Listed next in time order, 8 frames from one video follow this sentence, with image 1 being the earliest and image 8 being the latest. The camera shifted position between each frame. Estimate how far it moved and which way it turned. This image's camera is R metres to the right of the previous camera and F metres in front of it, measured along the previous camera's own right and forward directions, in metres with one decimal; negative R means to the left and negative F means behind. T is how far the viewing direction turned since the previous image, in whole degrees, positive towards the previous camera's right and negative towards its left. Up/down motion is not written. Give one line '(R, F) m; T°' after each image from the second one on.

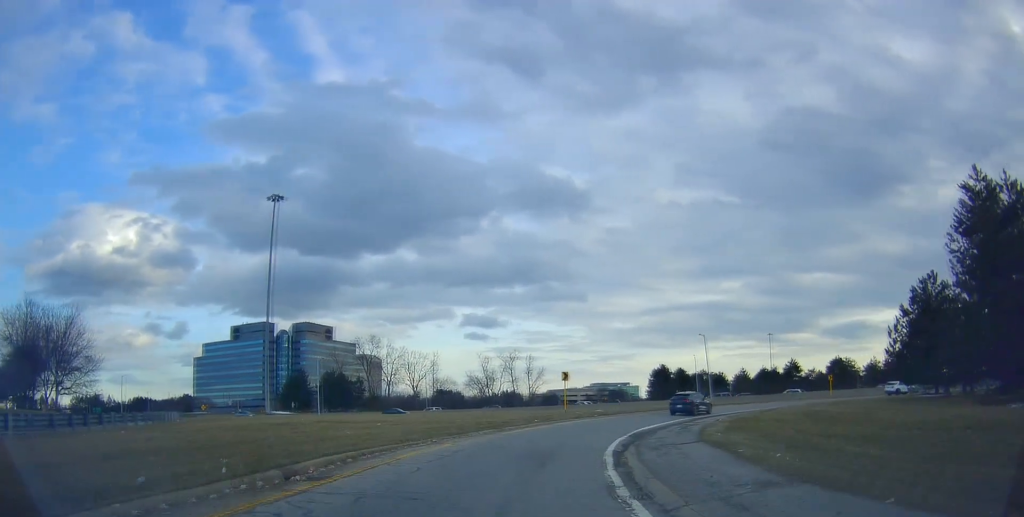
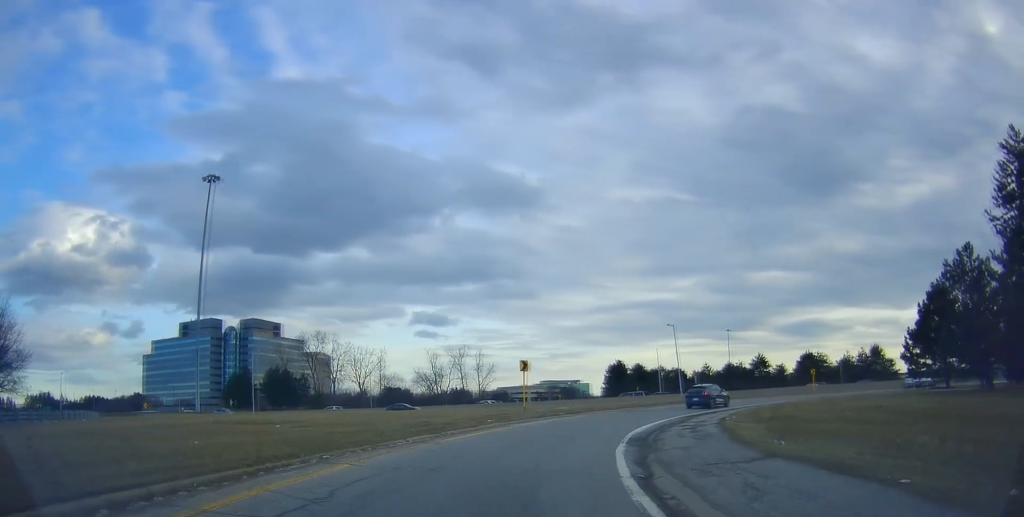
(+0.3, +7.4) m; +5°
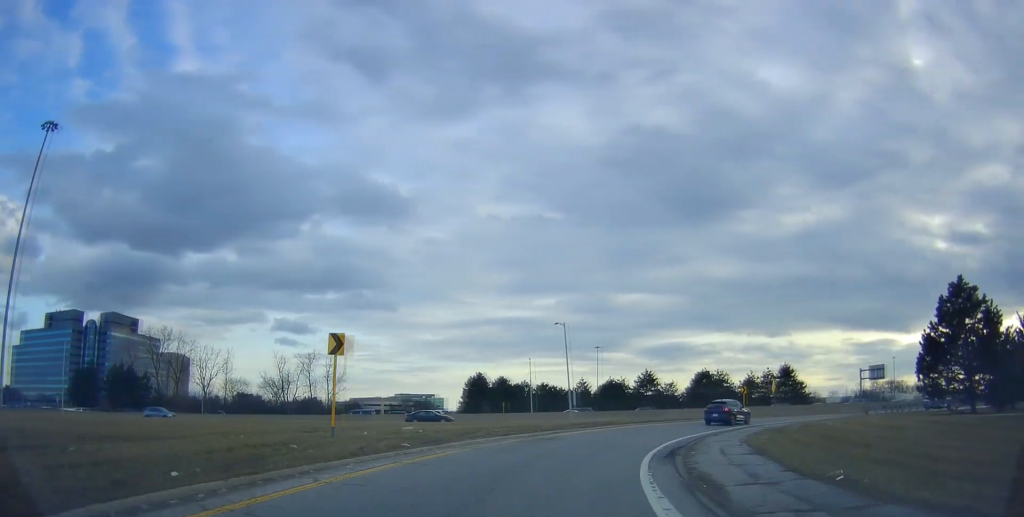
(+1.7, +16.4) m; +14°
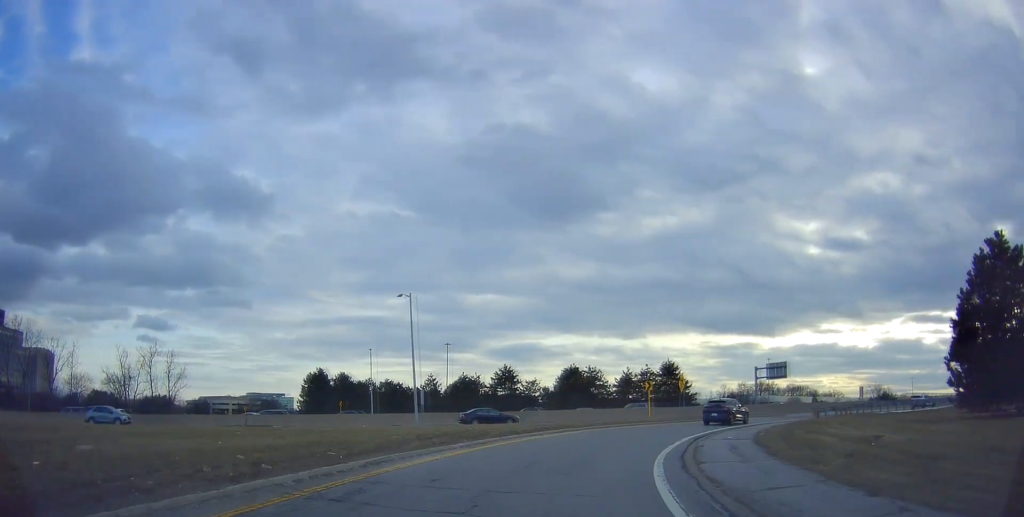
(+1.9, +14.7) m; +13°
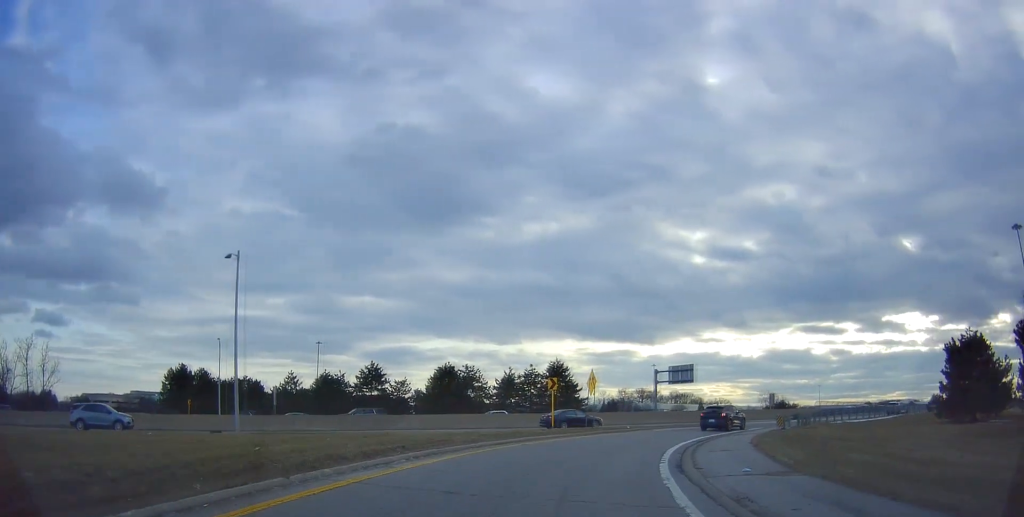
(+0.4, +12.4) m; +10°
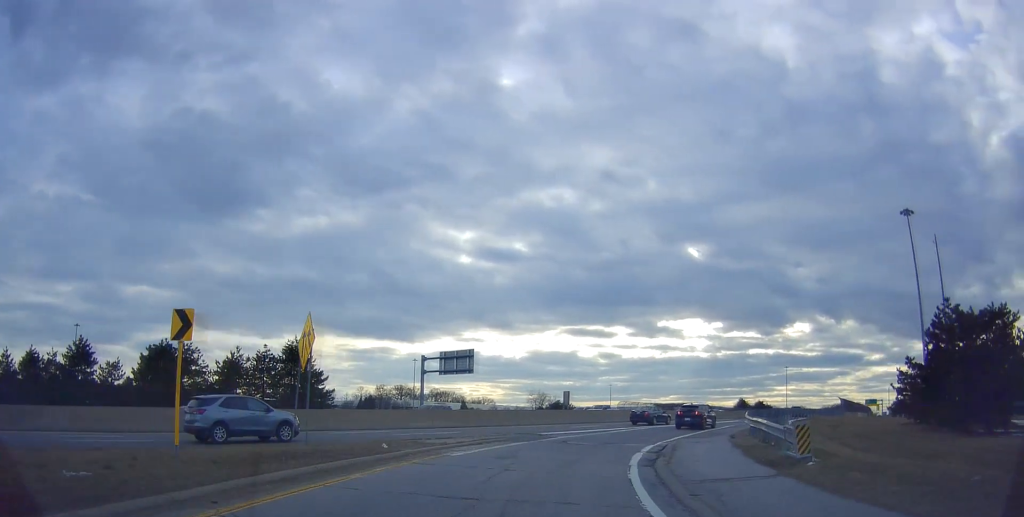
(+5.2, +21.8) m; +24°
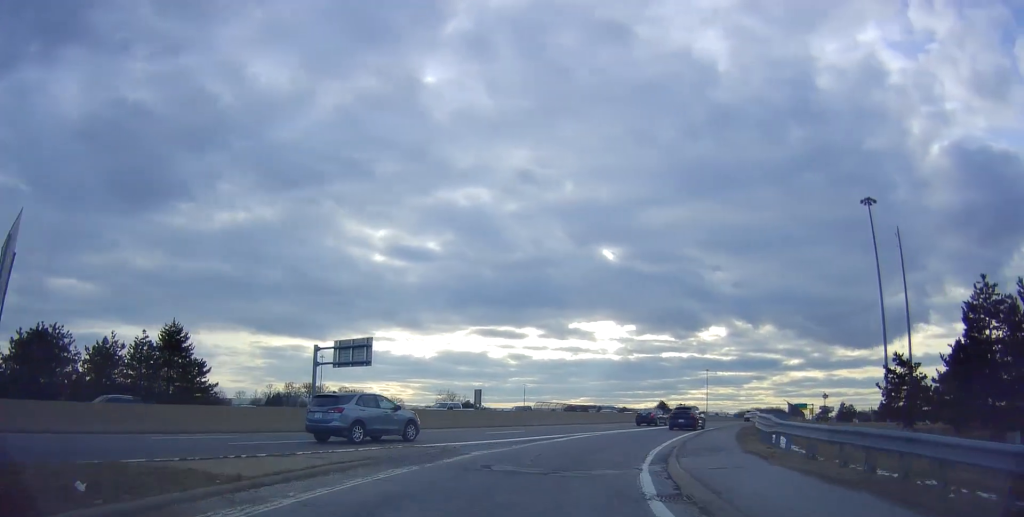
(+0.6, +10.1) m; +11°
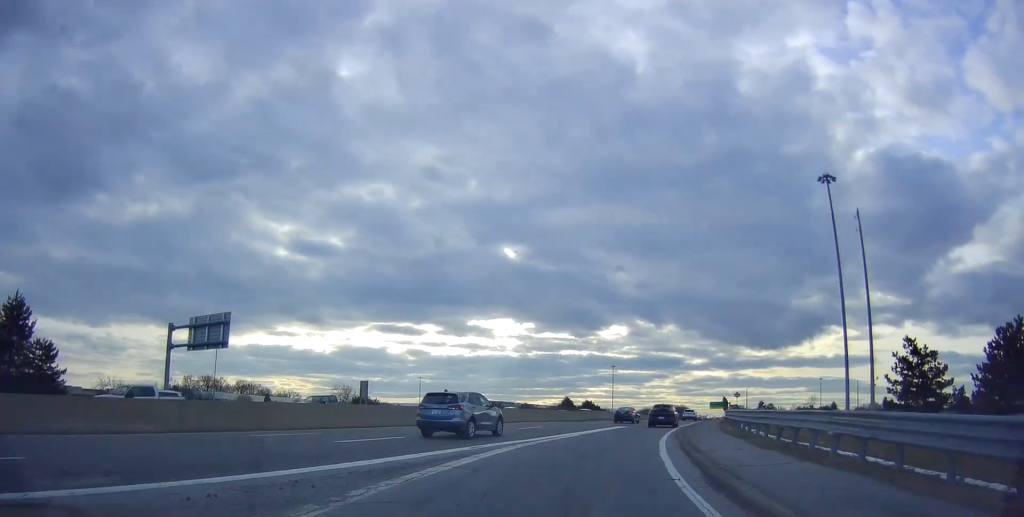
(+1.7, +12.5) m; +10°
